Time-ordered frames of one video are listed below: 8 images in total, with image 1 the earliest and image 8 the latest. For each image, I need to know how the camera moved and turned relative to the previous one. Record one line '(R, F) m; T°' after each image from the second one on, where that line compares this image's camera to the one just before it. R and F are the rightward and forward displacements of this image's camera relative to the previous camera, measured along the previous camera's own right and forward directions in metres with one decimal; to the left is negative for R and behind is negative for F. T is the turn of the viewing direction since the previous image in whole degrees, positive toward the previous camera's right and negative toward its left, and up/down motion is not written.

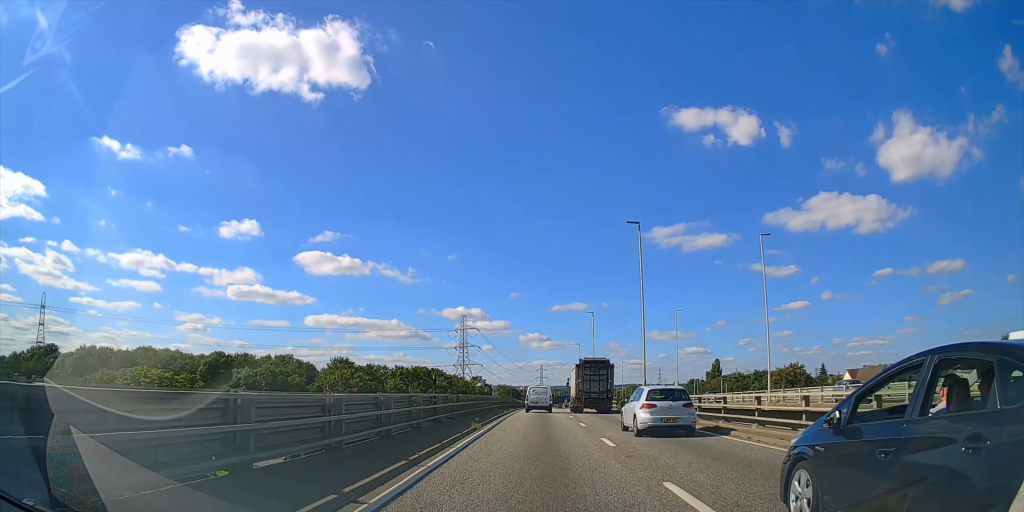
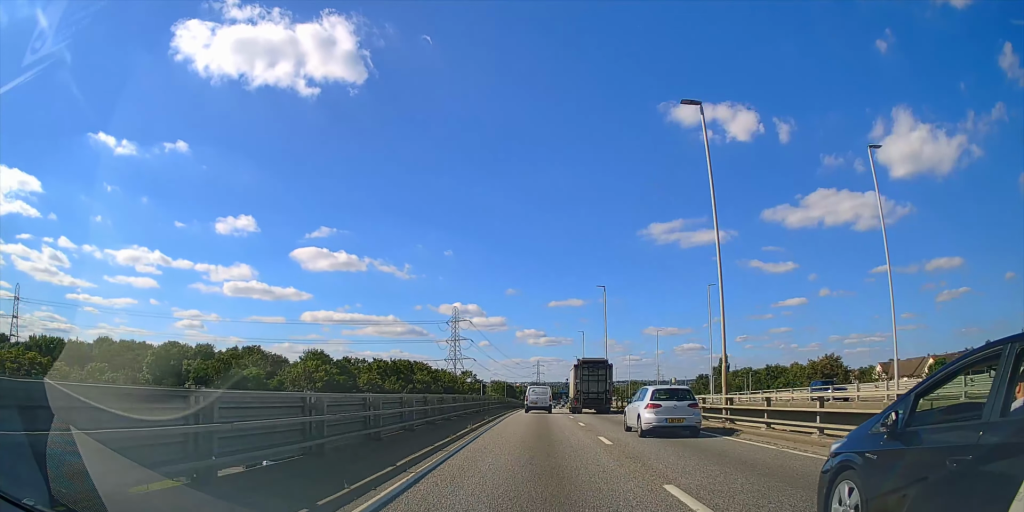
(0.0, +17.3) m; 0°
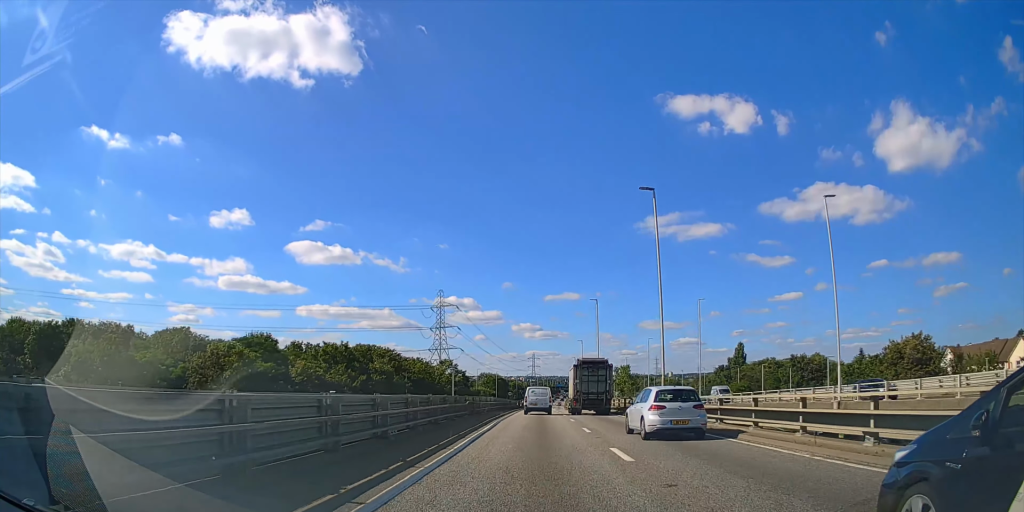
(+0.1, +28.0) m; +1°
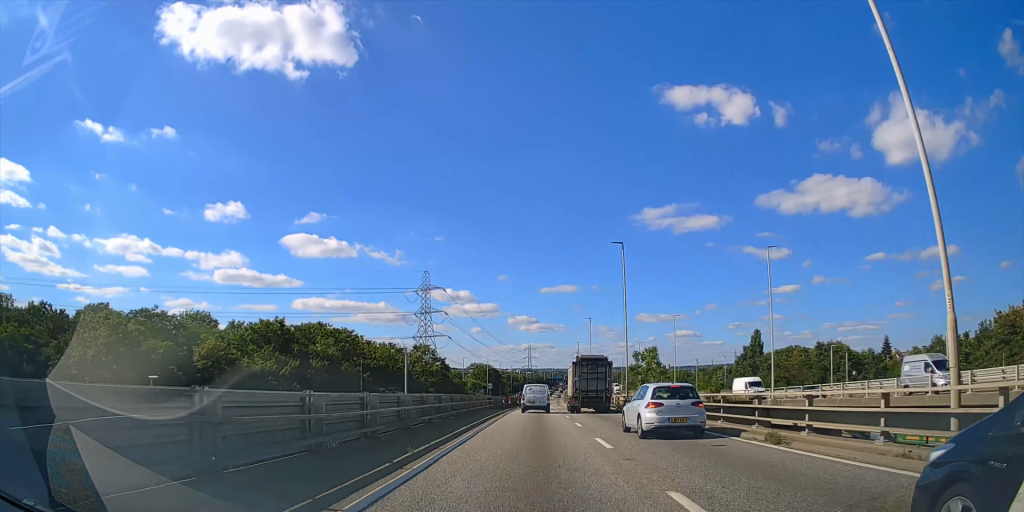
(+0.2, +23.7) m; 0°
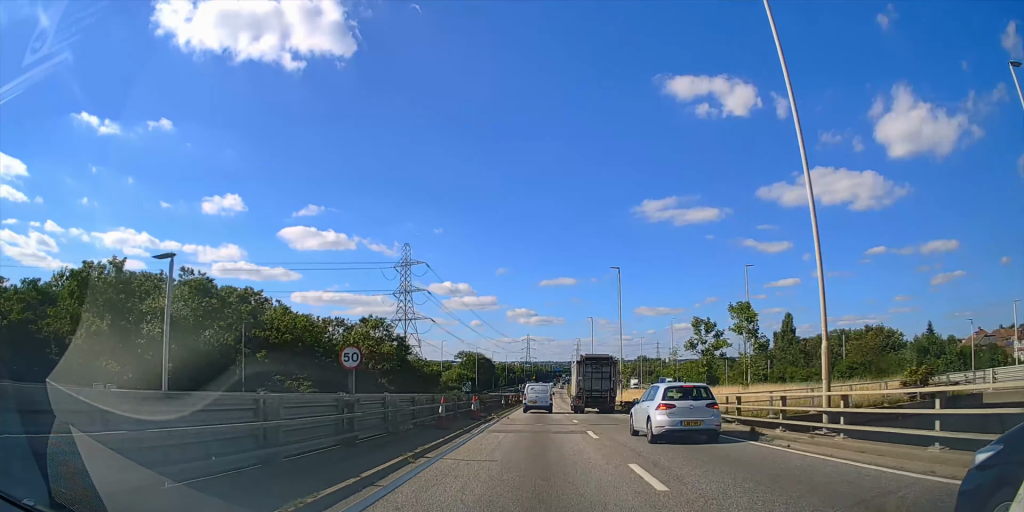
(0.0, +31.4) m; 0°
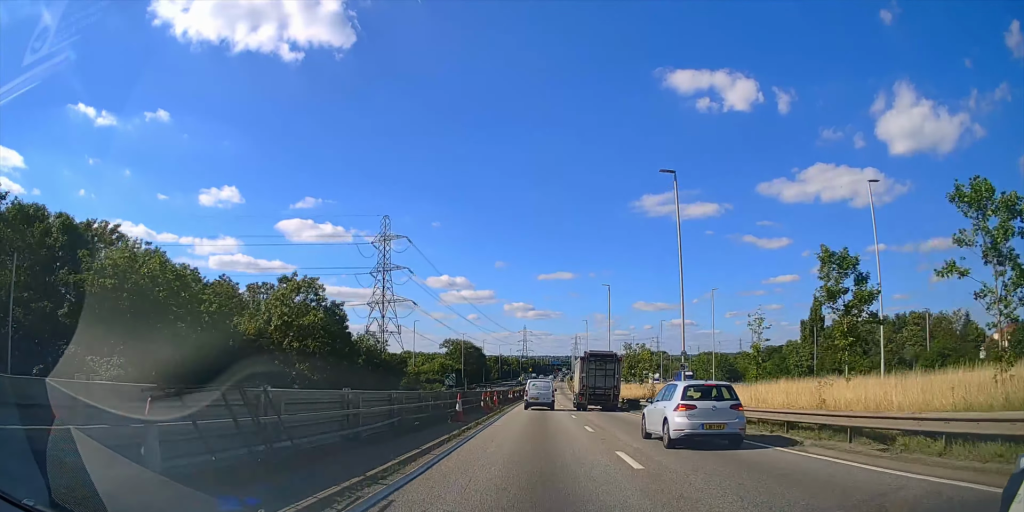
(0.0, +23.0) m; 0°
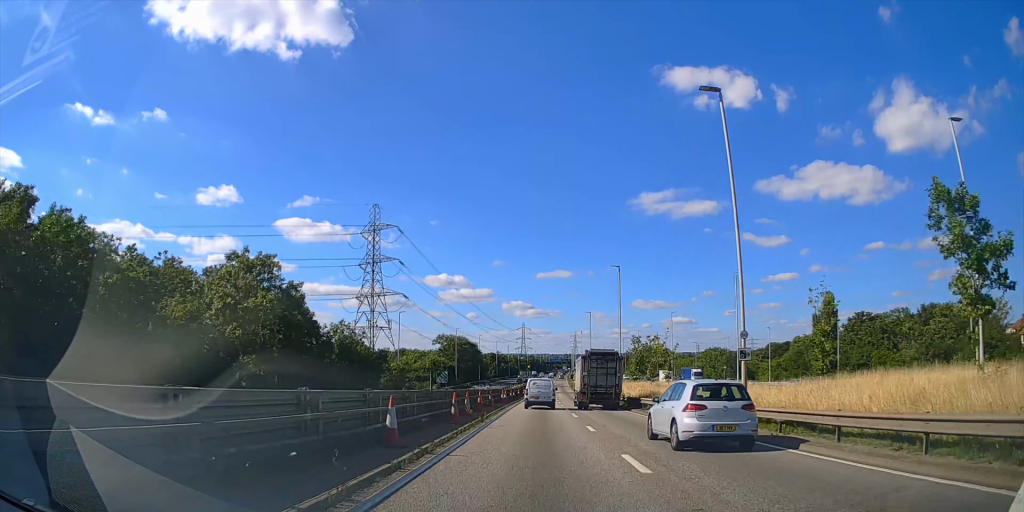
(0.0, +9.2) m; 0°
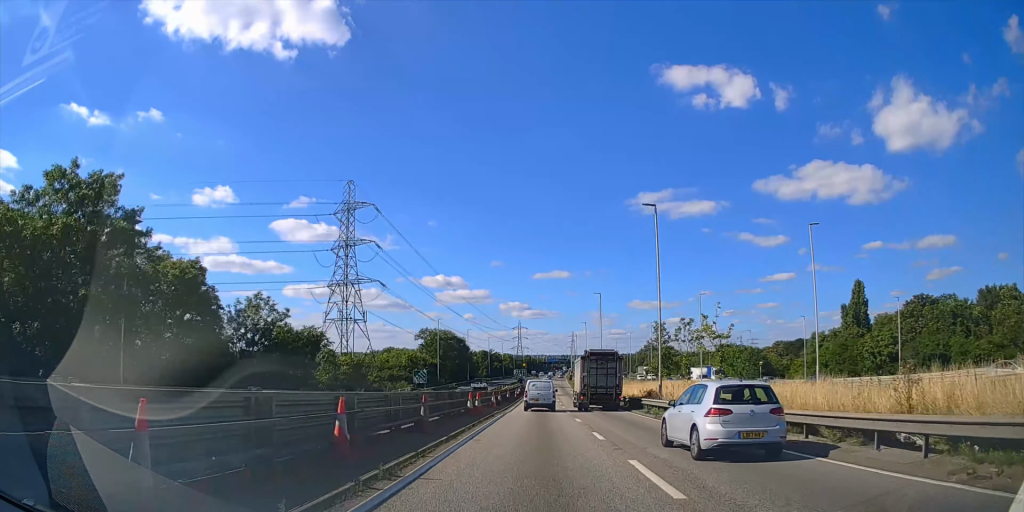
(0.0, +19.2) m; 0°
